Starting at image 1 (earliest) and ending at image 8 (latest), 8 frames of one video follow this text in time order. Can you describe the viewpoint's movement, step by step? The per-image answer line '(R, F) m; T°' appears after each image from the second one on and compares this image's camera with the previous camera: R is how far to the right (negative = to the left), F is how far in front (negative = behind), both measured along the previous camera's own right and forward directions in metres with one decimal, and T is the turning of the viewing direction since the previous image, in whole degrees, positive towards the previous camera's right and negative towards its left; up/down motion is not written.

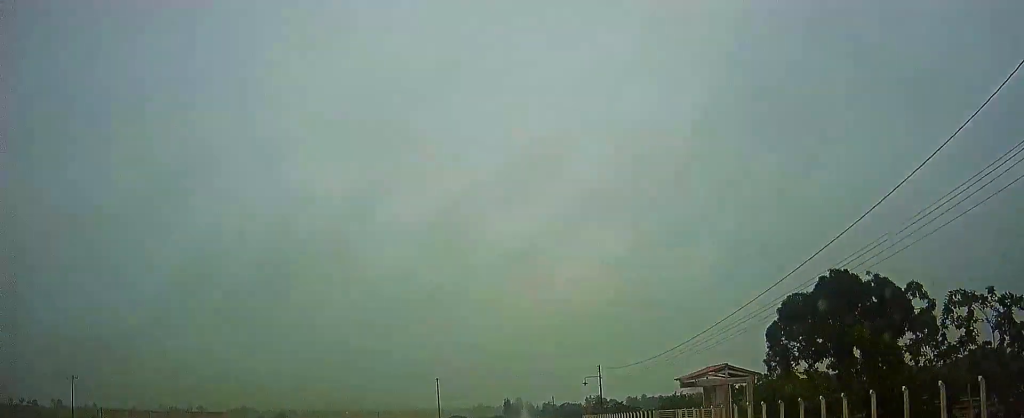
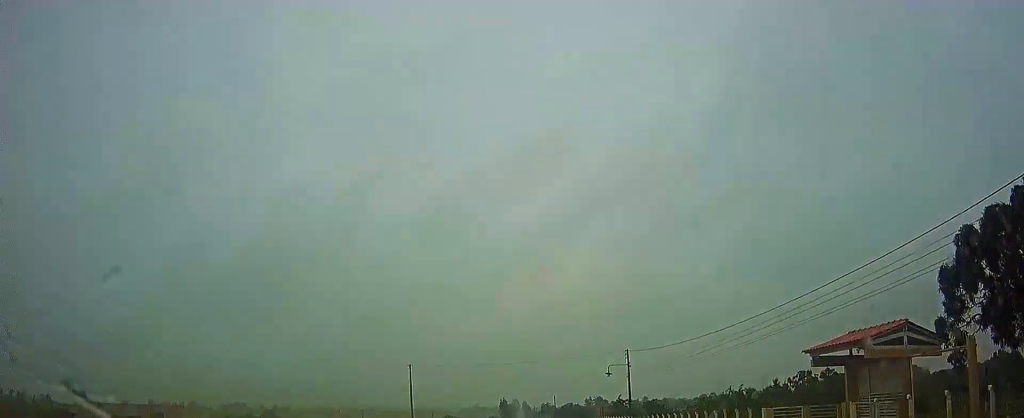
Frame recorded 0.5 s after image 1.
(-0.4, +17.3) m; 0°
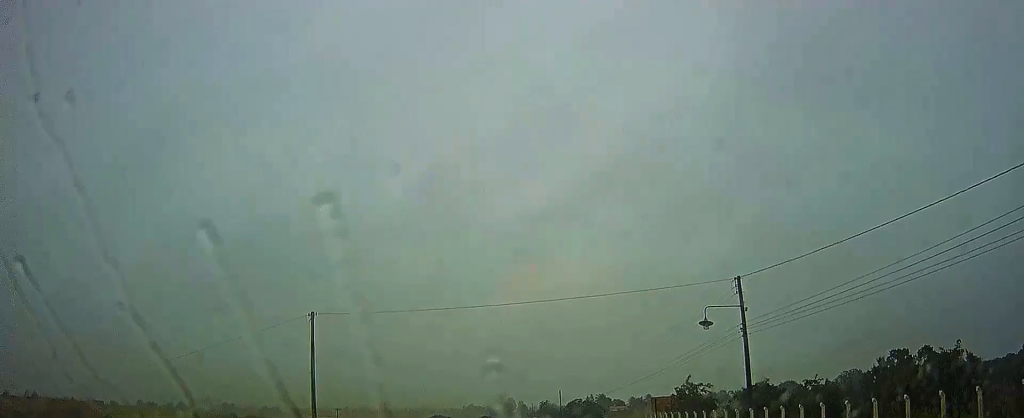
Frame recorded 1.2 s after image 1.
(-0.1, +25.4) m; 0°
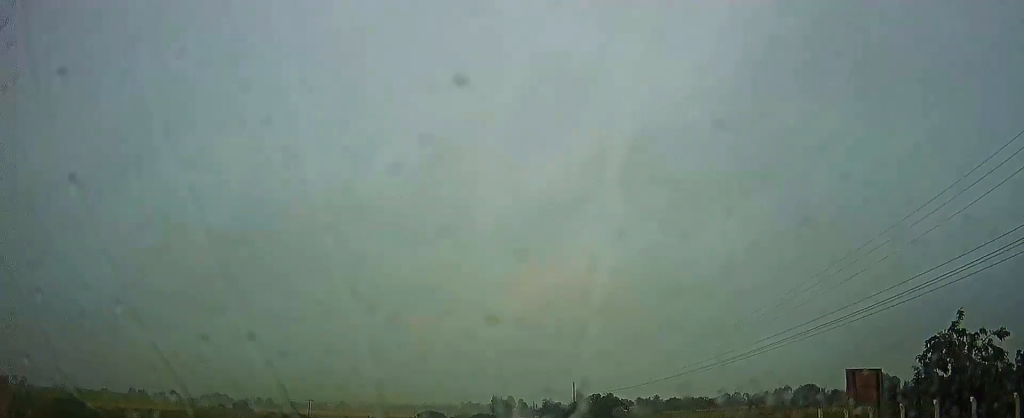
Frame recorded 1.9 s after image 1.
(+0.3, +24.4) m; +1°
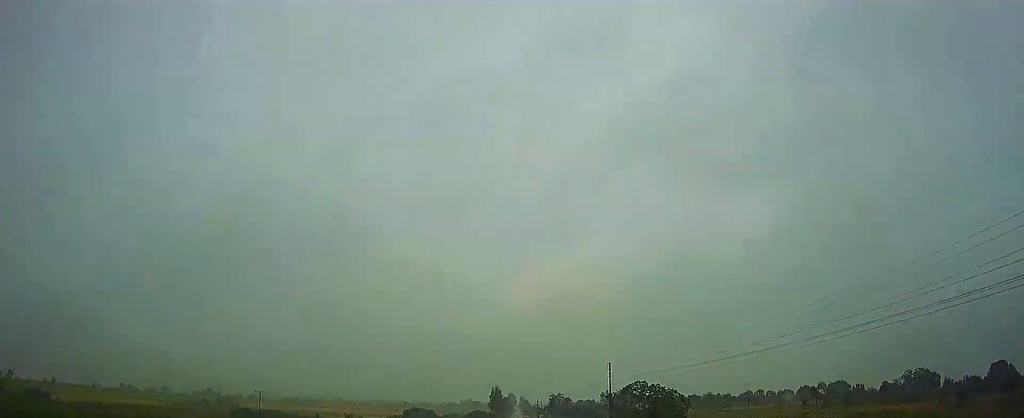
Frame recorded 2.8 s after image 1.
(0.0, +30.8) m; 0°
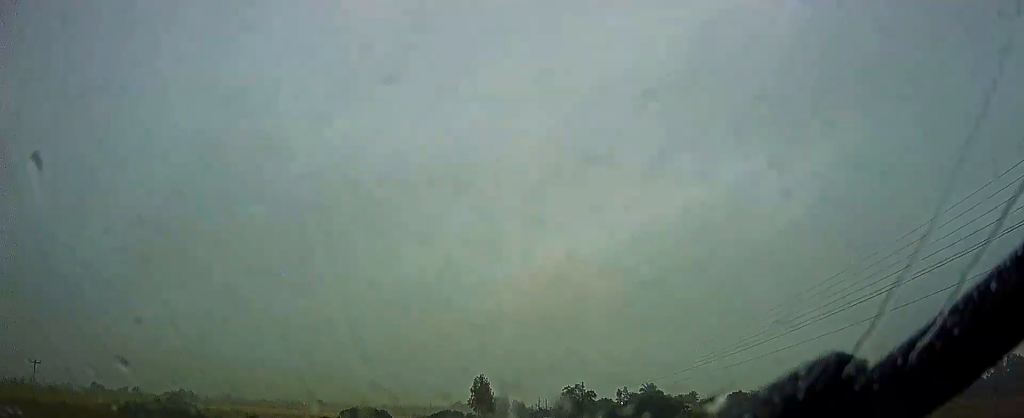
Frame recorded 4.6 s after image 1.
(-0.1, +65.3) m; 0°
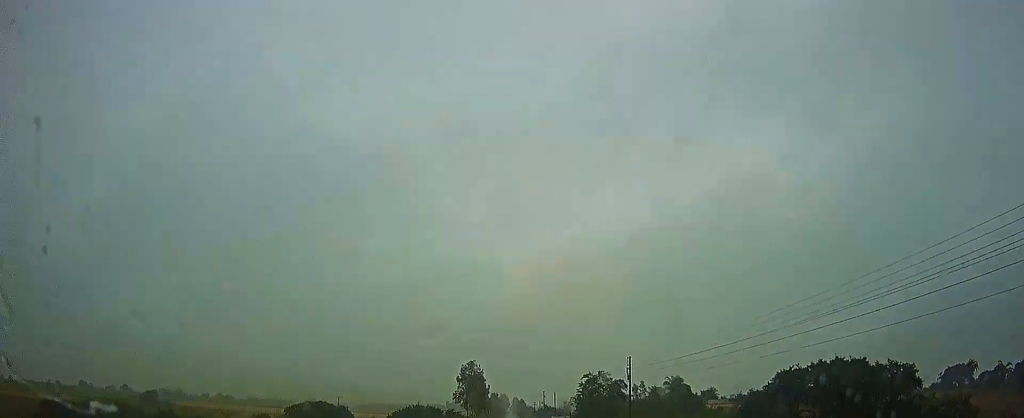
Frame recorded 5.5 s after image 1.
(+0.2, +32.1) m; +1°
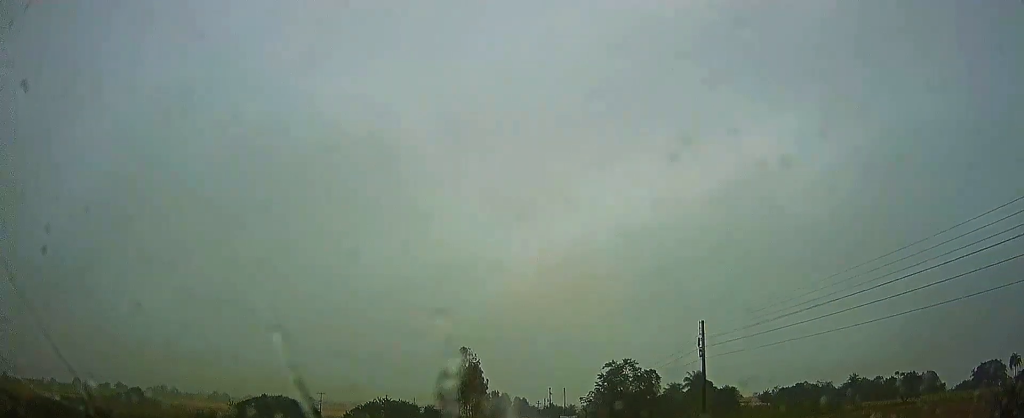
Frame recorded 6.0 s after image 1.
(+0.1, +18.7) m; 0°
